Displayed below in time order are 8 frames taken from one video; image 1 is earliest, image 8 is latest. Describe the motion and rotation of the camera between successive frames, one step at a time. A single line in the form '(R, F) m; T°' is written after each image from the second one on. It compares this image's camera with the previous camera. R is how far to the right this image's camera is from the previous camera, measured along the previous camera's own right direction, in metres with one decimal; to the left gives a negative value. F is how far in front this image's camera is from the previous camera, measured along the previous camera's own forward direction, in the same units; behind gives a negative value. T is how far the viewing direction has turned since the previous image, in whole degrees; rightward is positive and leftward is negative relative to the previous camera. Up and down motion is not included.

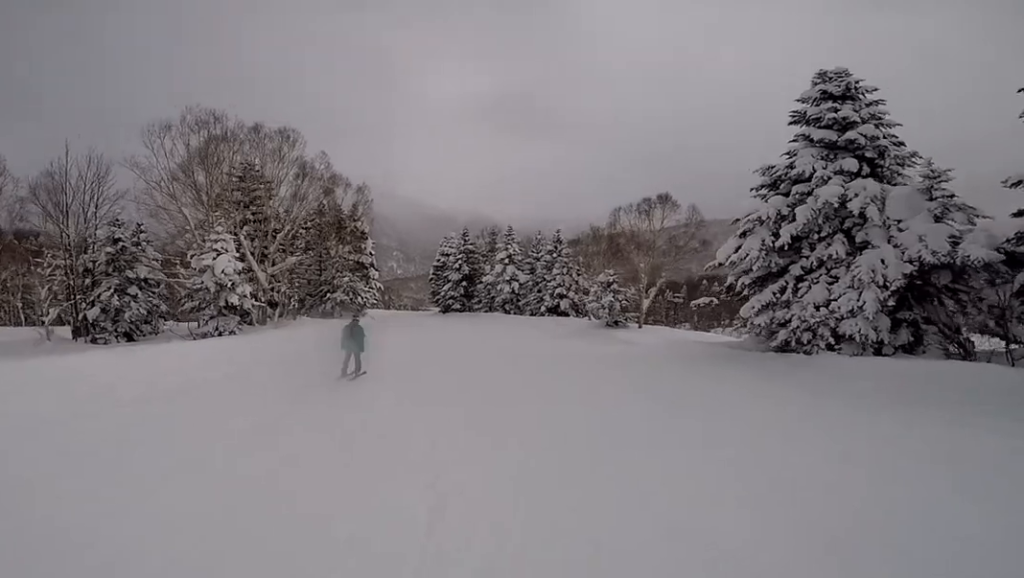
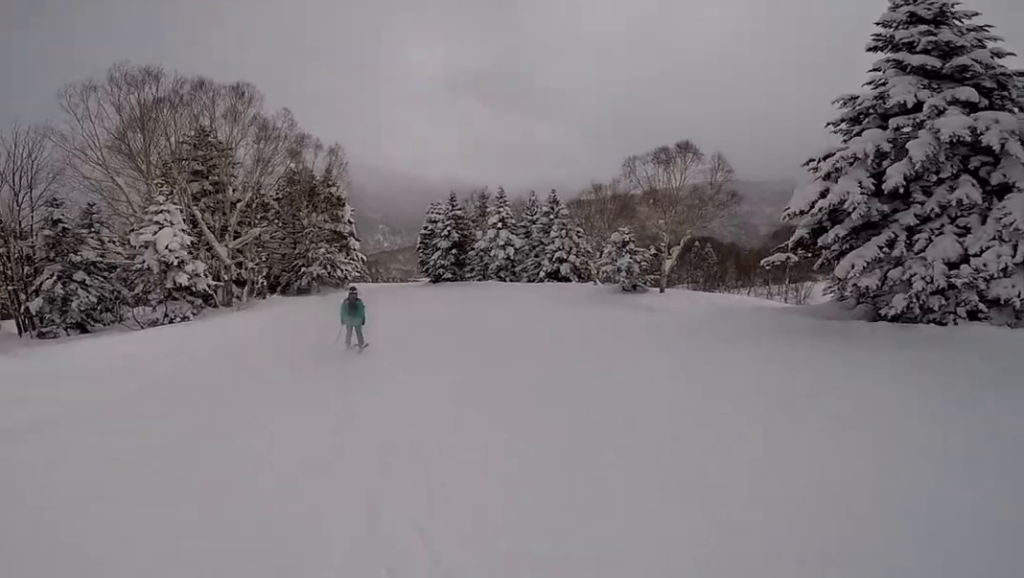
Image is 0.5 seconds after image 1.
(-0.2, +4.1) m; -1°
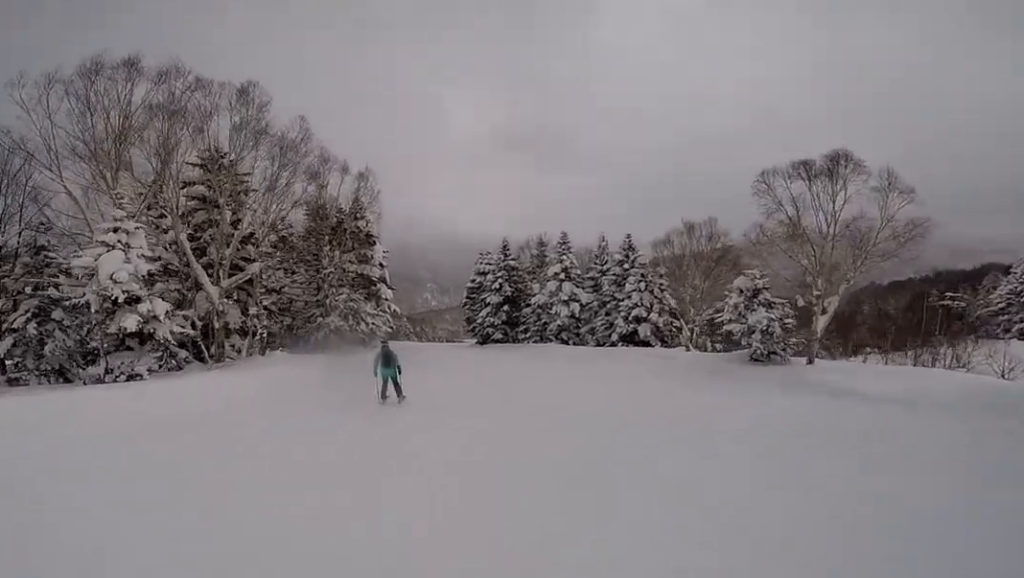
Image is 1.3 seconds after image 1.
(-0.1, +7.2) m; +7°
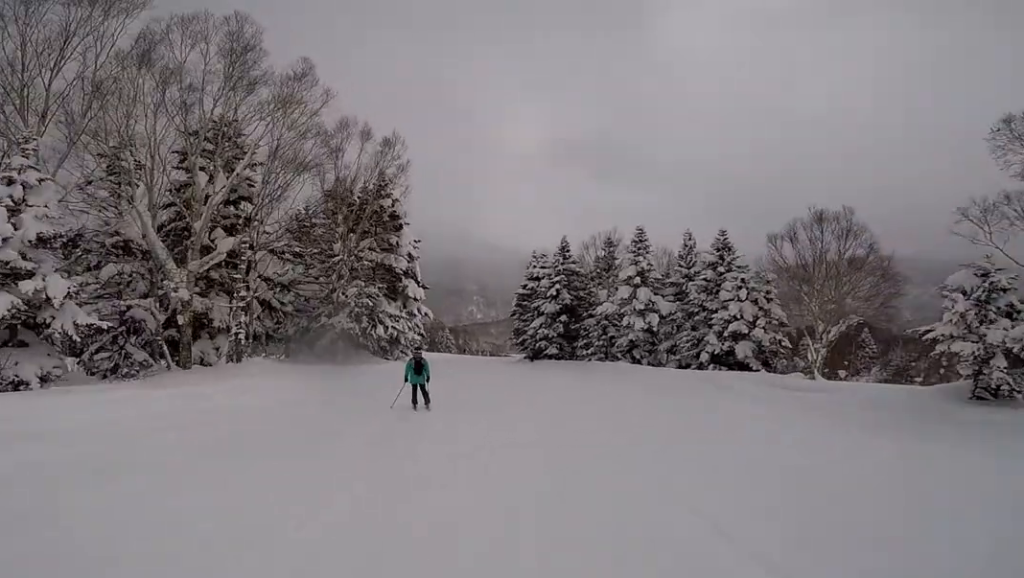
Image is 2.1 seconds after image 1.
(+0.9, +6.8) m; -1°
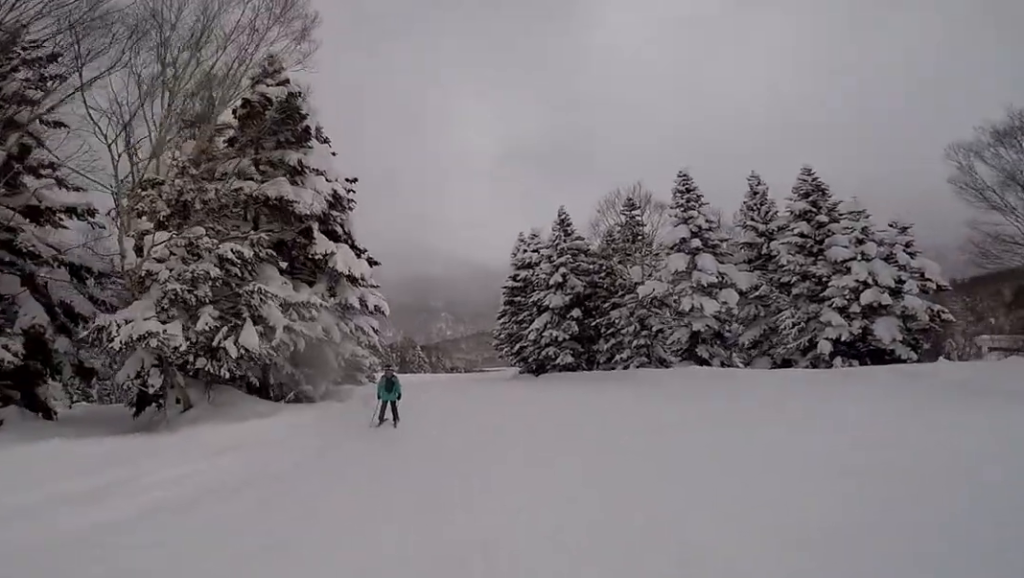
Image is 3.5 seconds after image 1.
(-1.6, +12.7) m; -11°
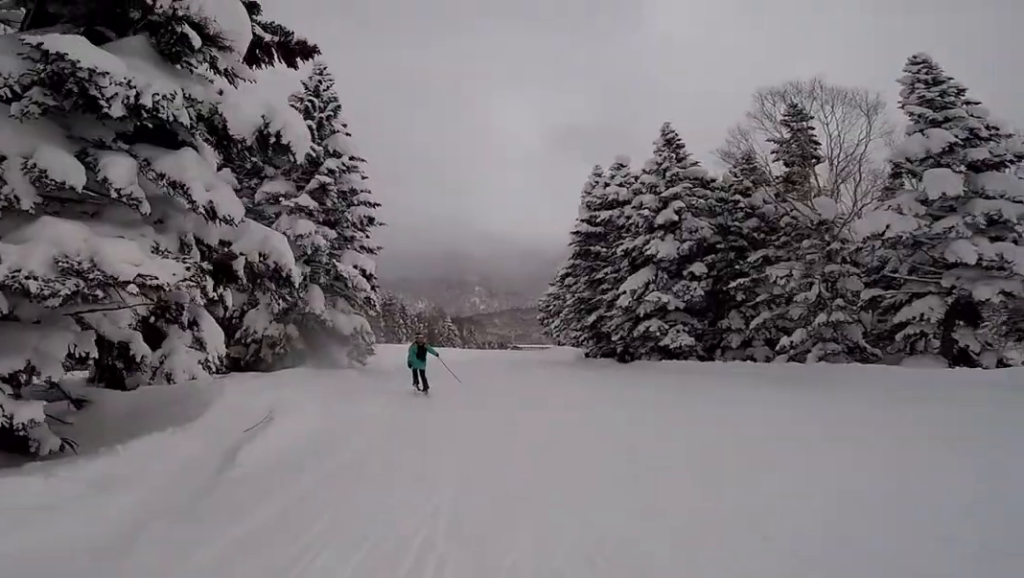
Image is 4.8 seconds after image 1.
(-0.1, +11.1) m; +1°
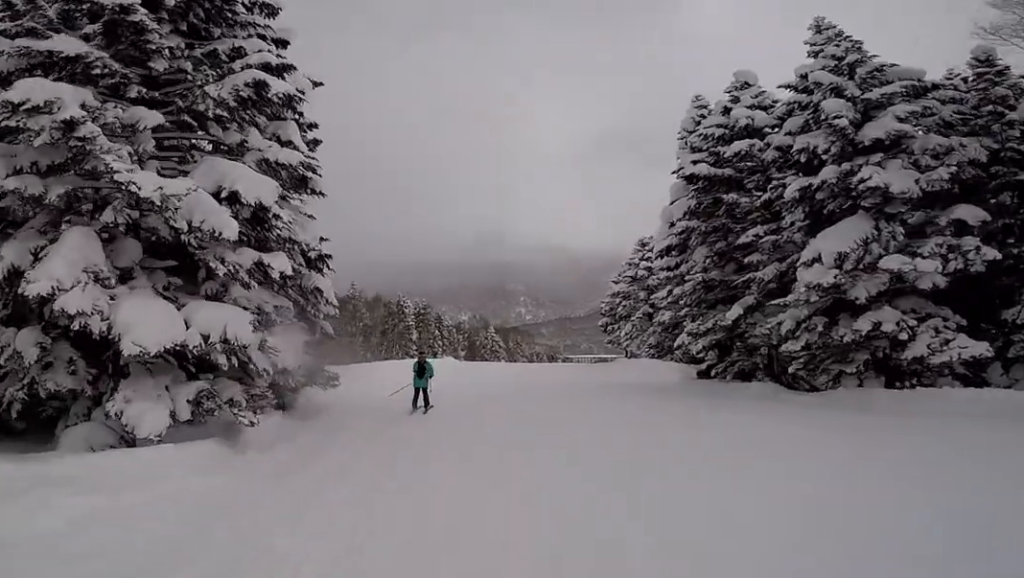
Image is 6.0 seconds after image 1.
(+0.2, +9.8) m; +1°
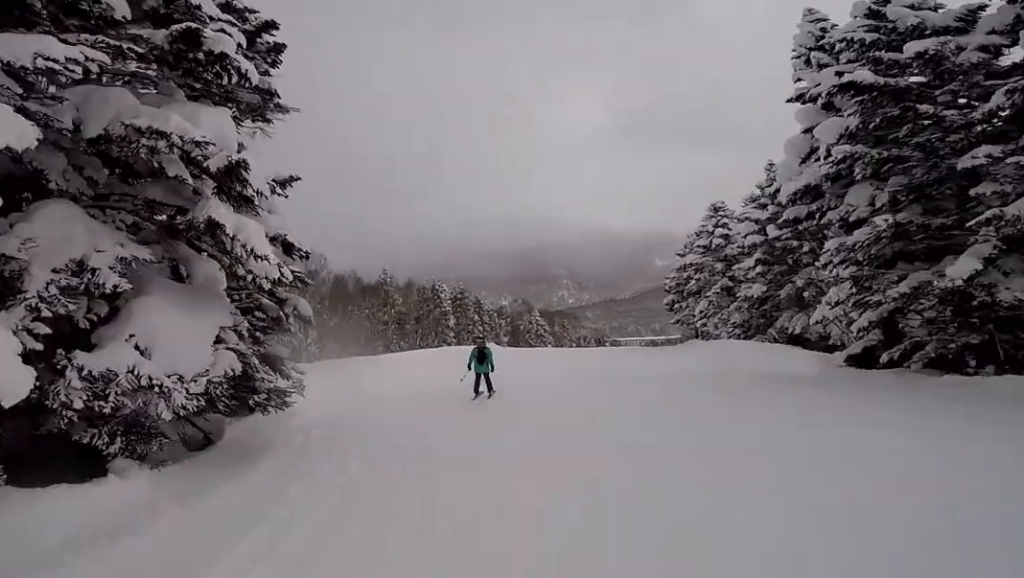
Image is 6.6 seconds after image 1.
(0.0, +5.4) m; 0°
